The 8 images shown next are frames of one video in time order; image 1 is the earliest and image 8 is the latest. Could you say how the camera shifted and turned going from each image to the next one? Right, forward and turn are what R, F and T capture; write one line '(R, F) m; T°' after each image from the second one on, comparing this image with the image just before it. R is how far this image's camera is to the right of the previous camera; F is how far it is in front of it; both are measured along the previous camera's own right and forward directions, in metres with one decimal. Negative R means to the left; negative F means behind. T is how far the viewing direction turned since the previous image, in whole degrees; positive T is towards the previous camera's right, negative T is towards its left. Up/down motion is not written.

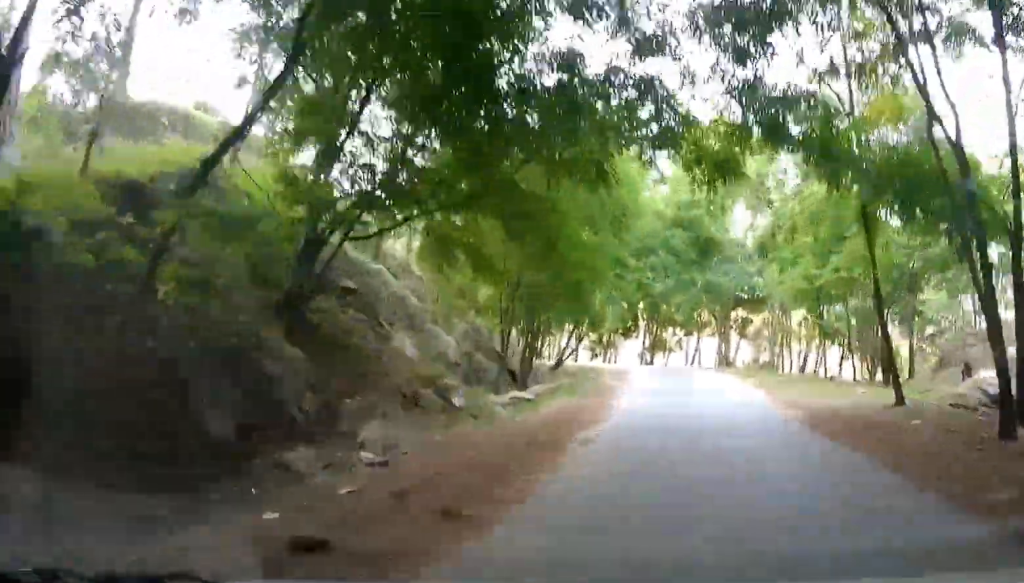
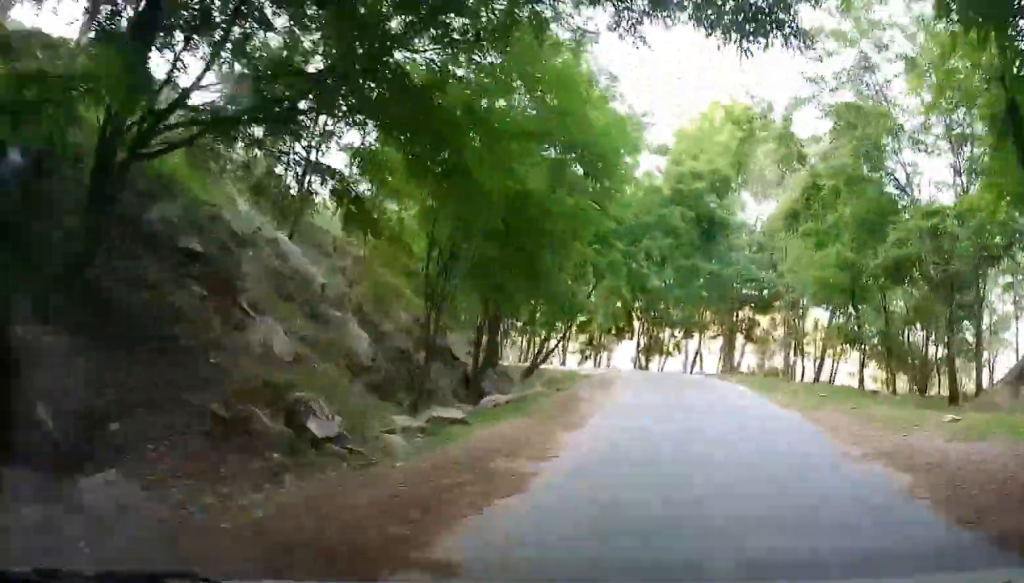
(+0.5, +6.4) m; -1°
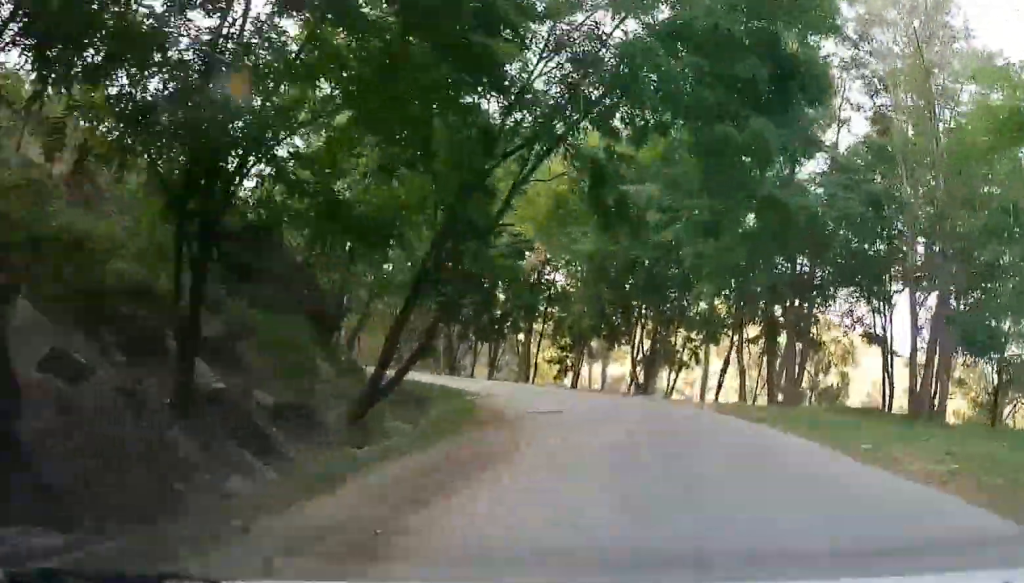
(-1.3, +15.0) m; -3°
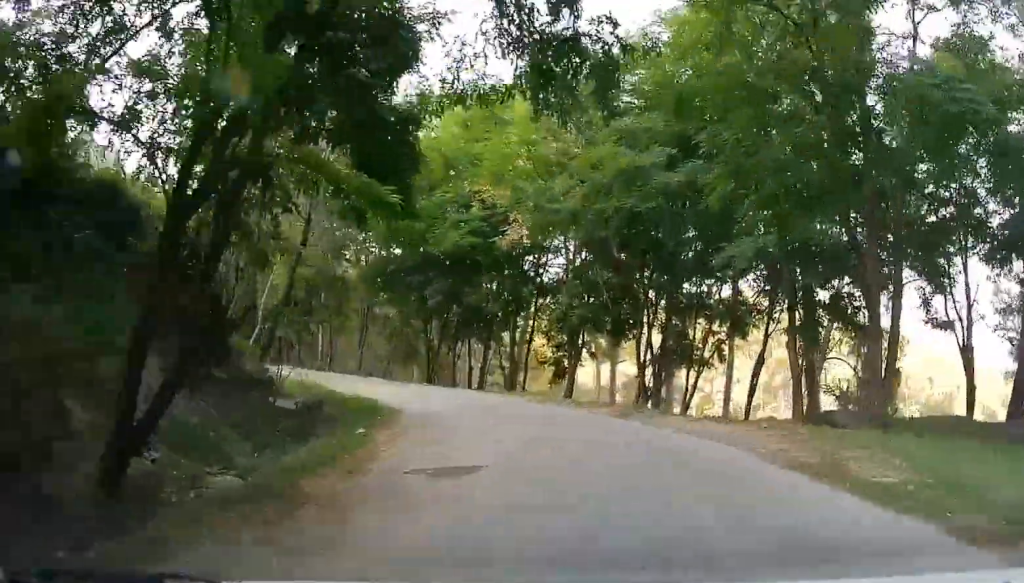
(+0.6, +7.0) m; -3°
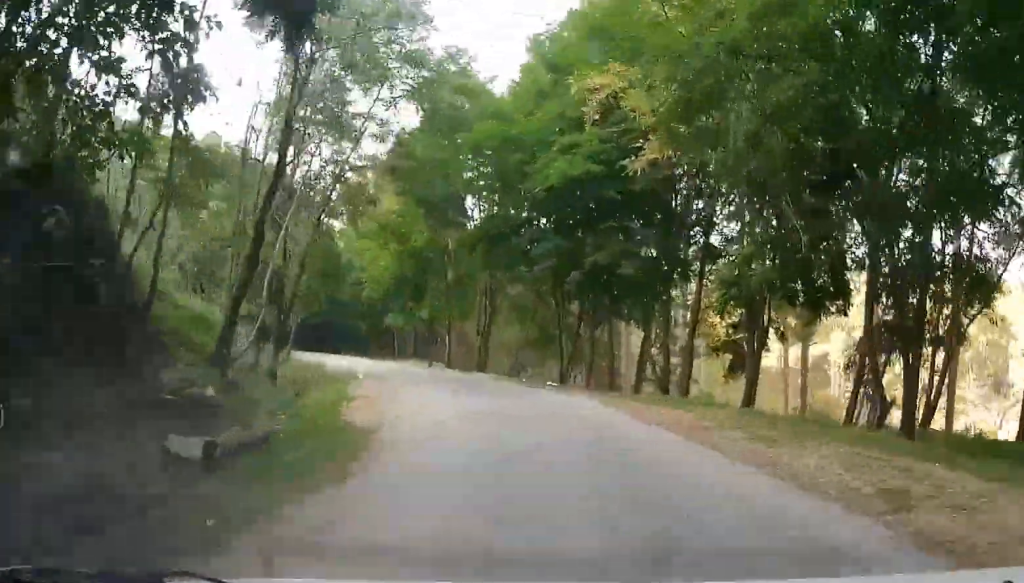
(-0.5, +9.5) m; -9°
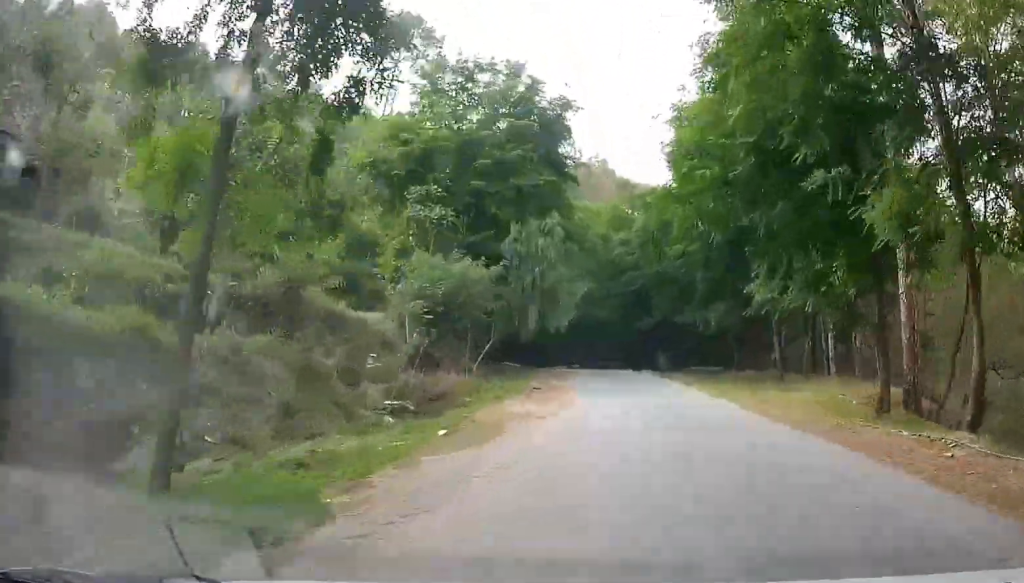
(-7.0, +26.9) m; -24°
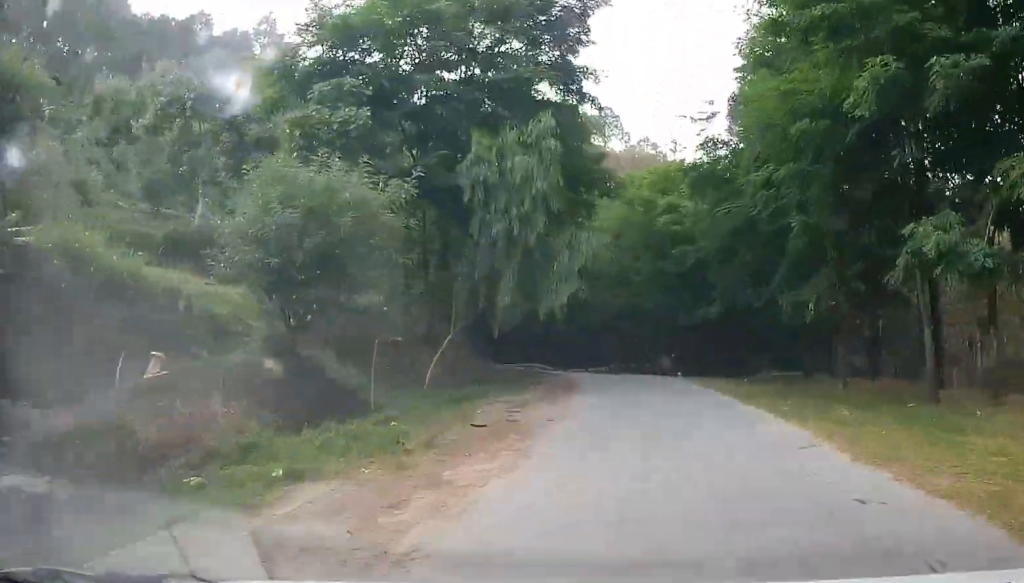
(-0.9, +12.9) m; -7°
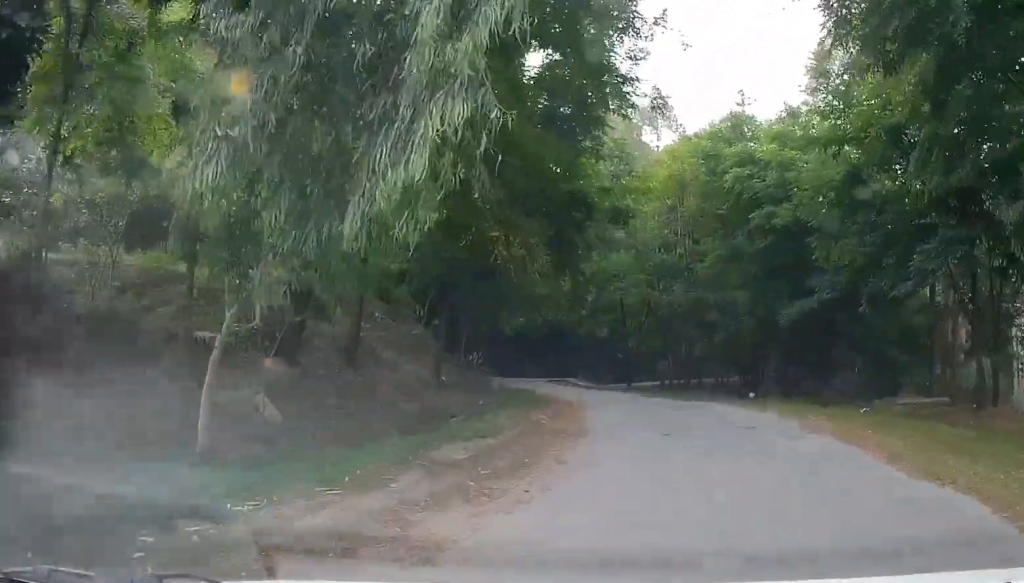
(-0.9, +14.8) m; -6°
